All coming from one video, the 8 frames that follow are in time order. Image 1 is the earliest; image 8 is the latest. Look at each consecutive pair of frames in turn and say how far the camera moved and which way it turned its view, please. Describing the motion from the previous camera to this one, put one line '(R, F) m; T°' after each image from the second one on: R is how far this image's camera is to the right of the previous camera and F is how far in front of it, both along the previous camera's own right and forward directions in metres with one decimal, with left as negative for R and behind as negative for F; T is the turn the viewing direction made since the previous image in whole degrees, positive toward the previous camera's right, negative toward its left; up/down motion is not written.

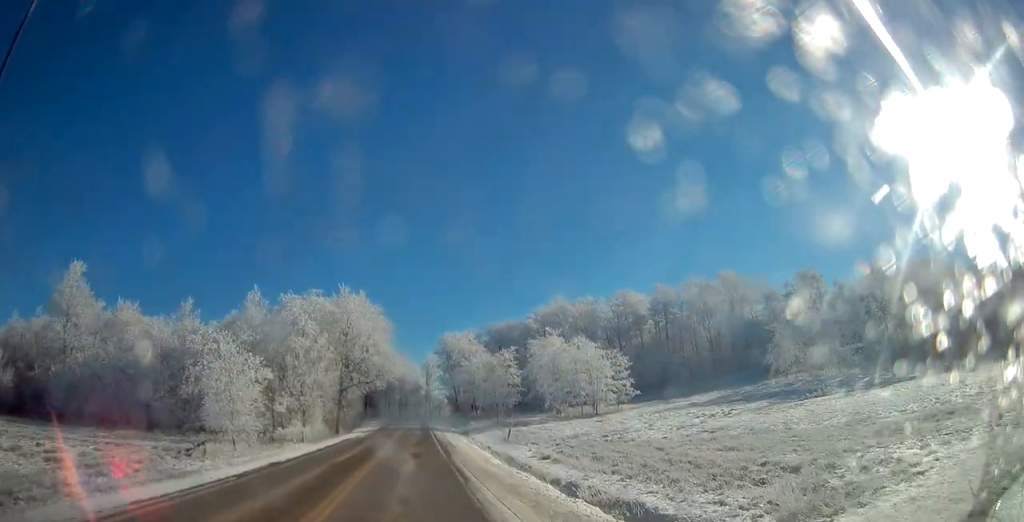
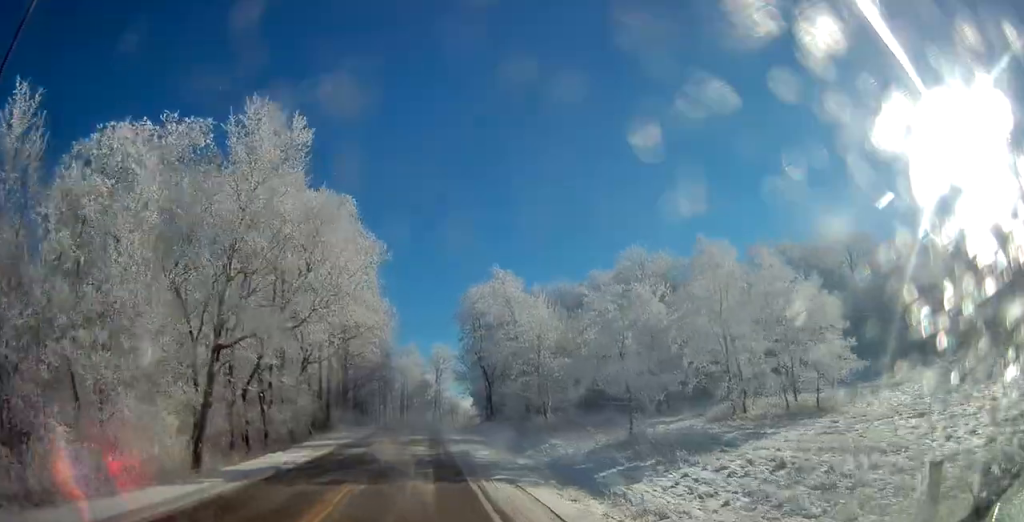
(+1.0, +40.9) m; +1°
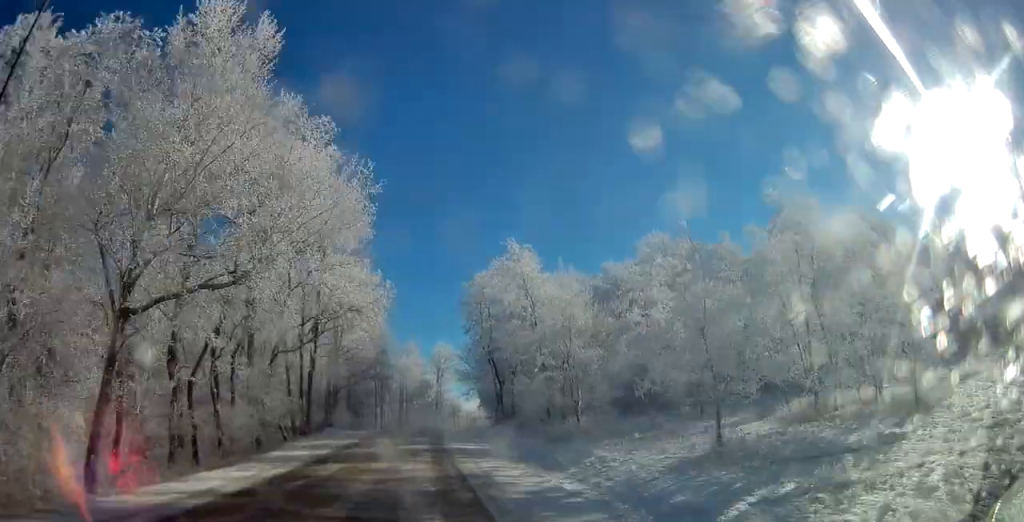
(-0.1, +8.1) m; 0°
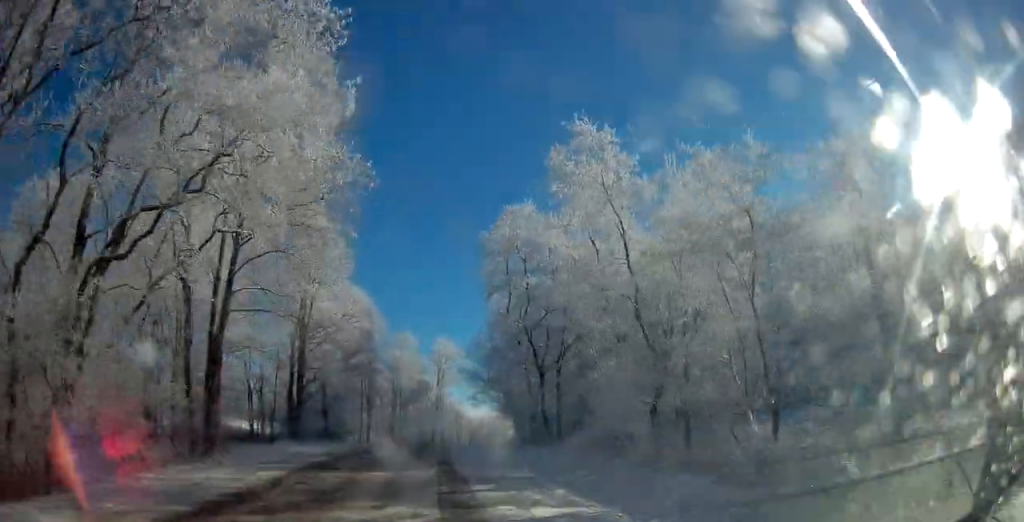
(-0.2, +18.5) m; 0°
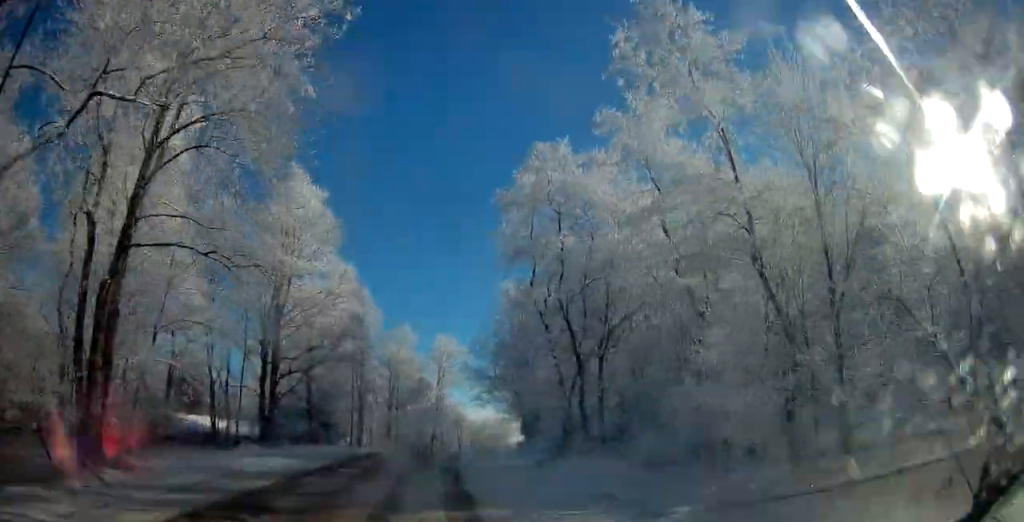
(+0.2, +8.6) m; 0°
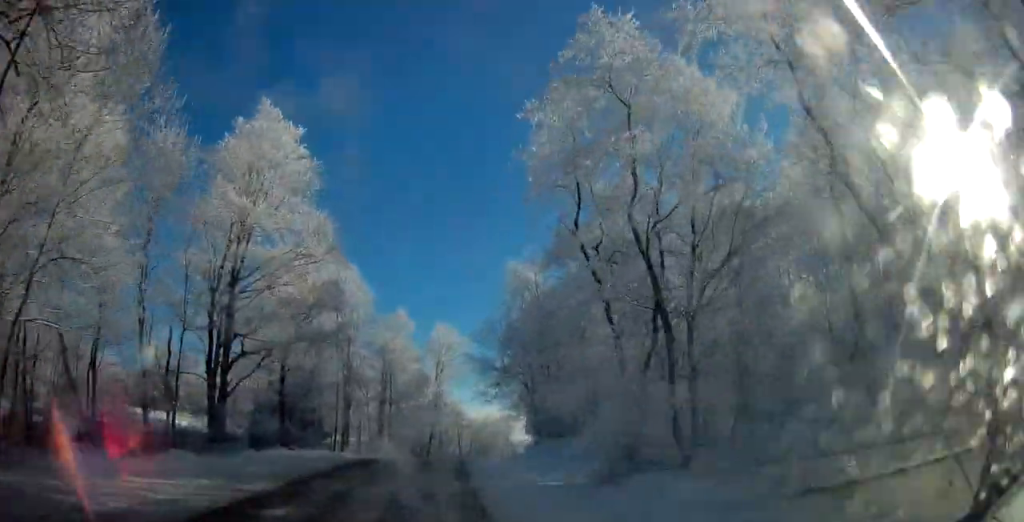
(0.0, +9.7) m; 0°
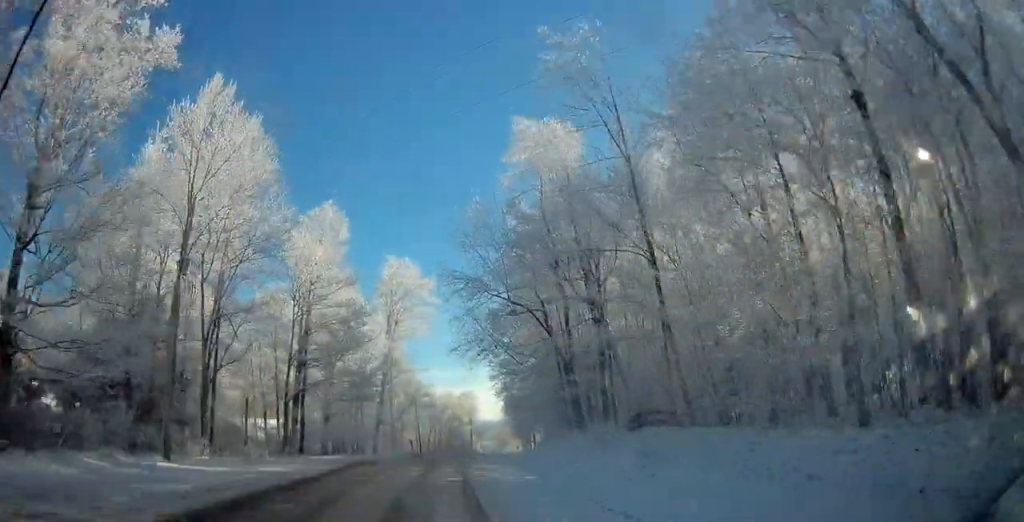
(+0.1, +30.2) m; +3°
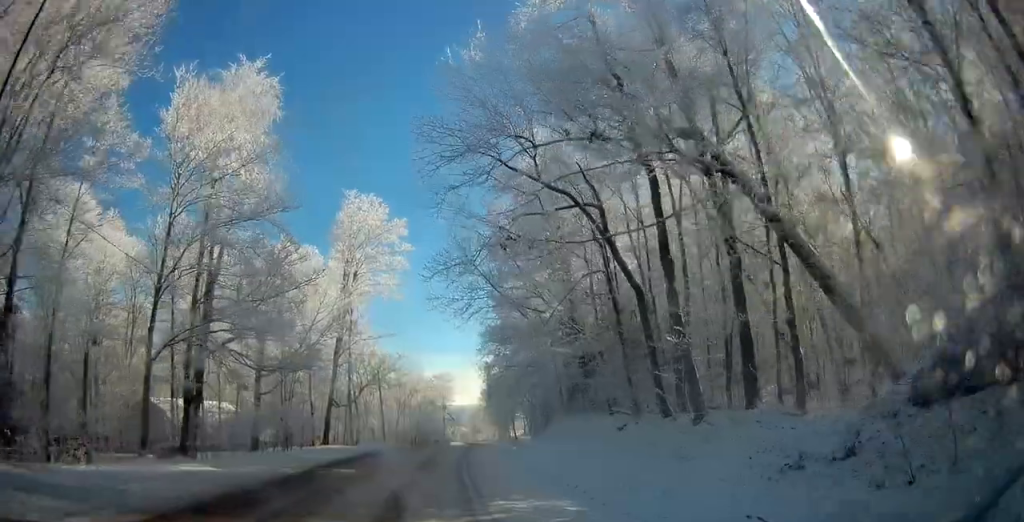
(+0.4, +16.4) m; +3°
